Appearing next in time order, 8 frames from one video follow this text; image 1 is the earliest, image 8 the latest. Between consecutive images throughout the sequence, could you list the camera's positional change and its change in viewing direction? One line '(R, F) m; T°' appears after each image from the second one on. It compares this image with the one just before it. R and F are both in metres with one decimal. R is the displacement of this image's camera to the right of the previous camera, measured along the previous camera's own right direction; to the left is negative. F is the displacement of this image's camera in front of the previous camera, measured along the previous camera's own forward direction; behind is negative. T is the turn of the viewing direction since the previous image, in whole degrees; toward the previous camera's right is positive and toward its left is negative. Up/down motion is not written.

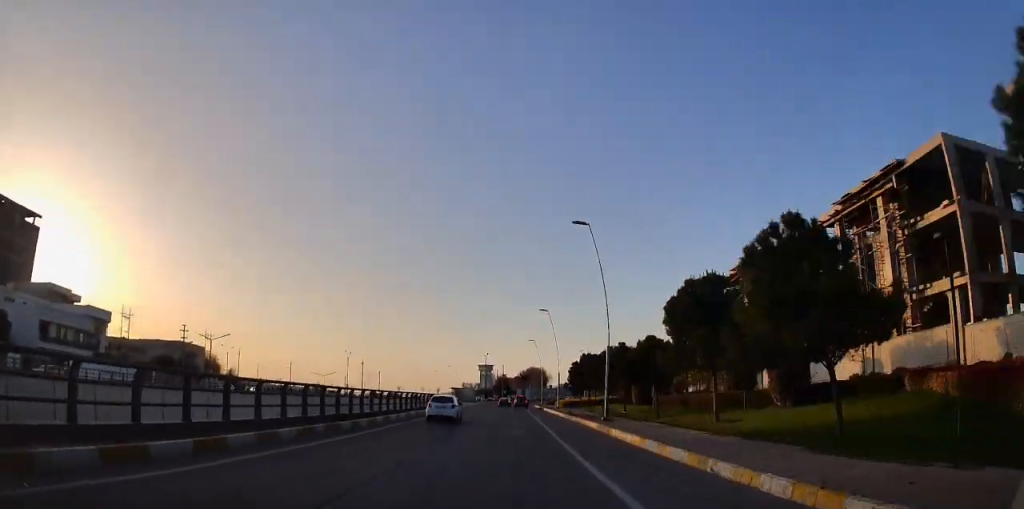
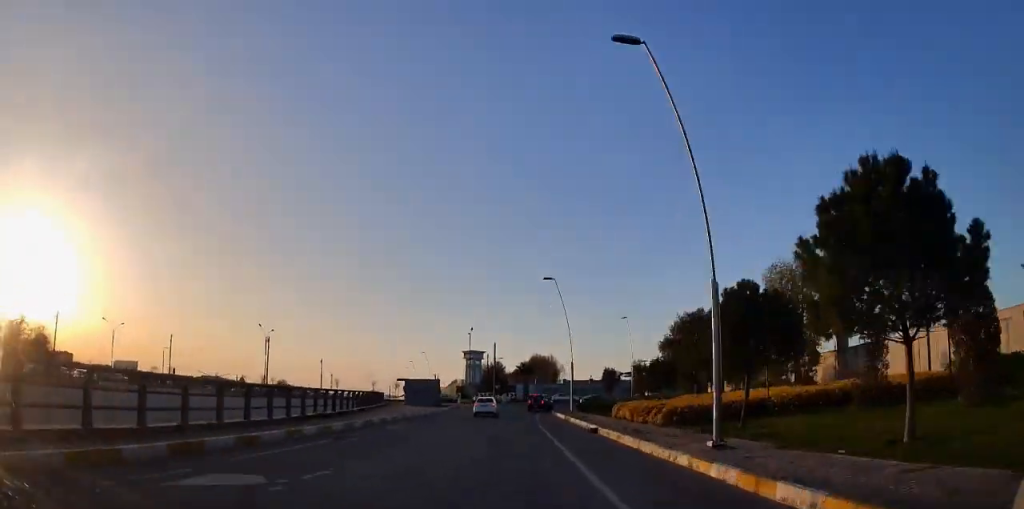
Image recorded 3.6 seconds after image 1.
(+0.4, +48.8) m; +1°
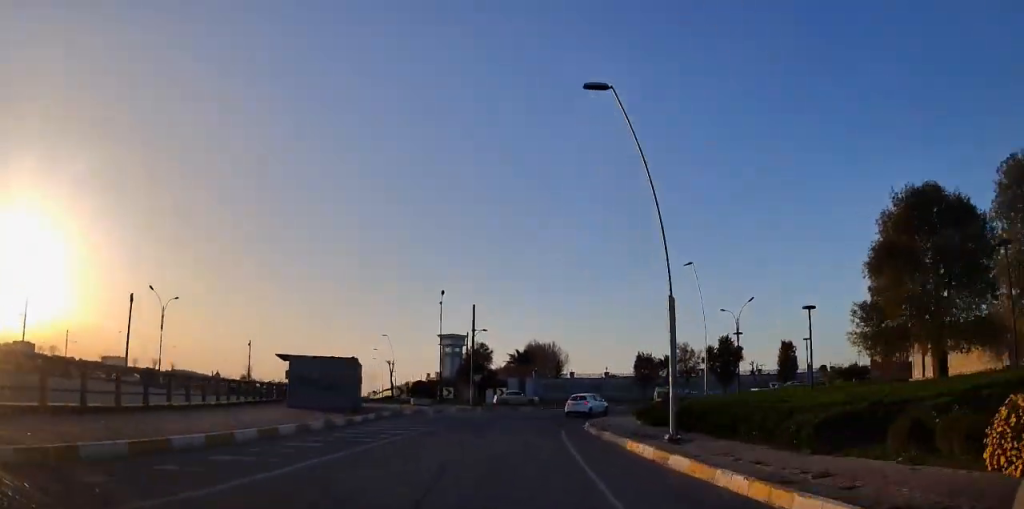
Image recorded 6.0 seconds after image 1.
(-0.2, +27.9) m; +2°
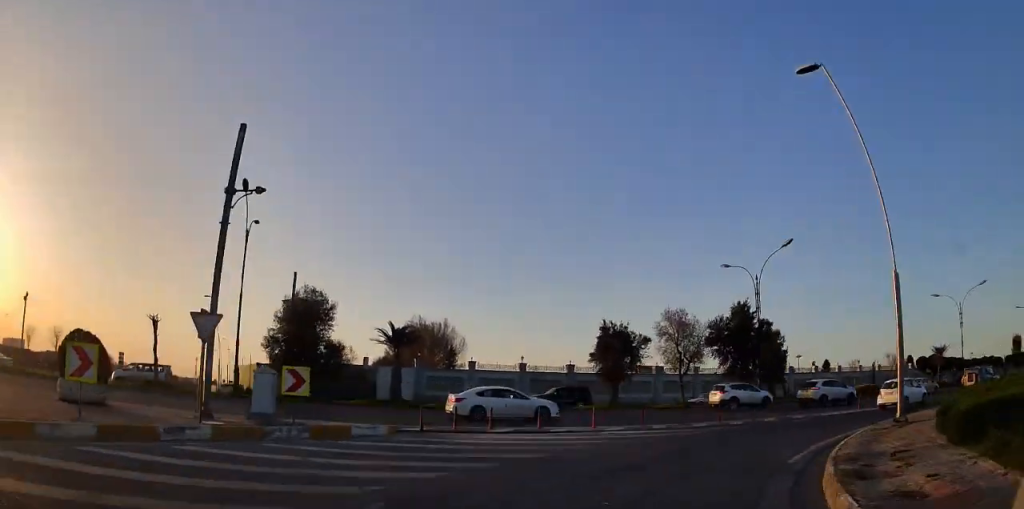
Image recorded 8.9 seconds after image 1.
(+1.1, +29.2) m; +21°
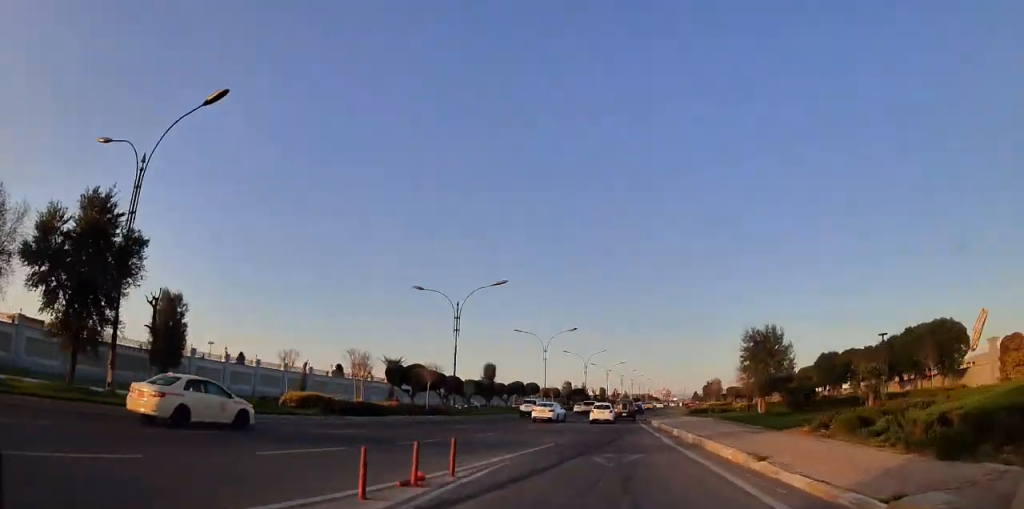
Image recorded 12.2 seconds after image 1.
(+10.6, +25.4) m; +42°
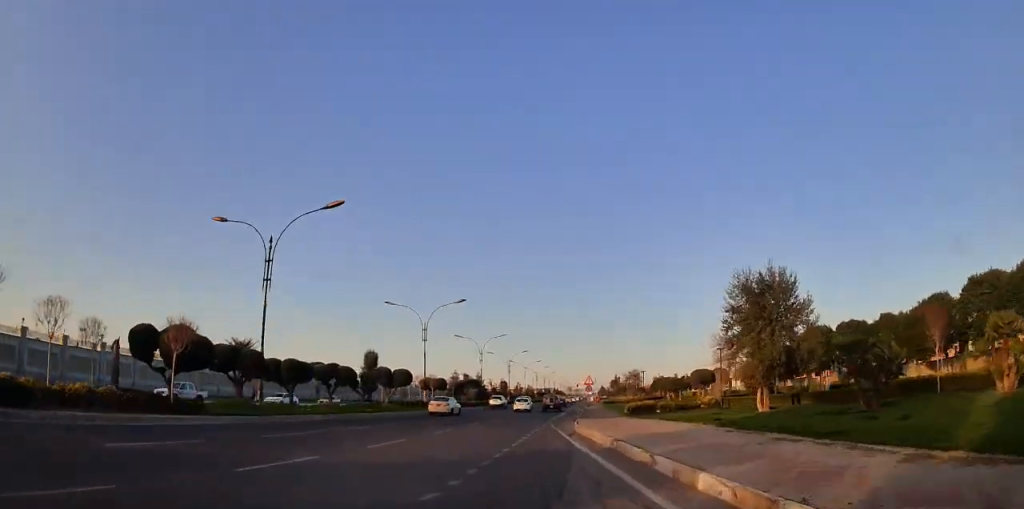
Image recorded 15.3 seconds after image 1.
(+6.8, +23.4) m; +17°
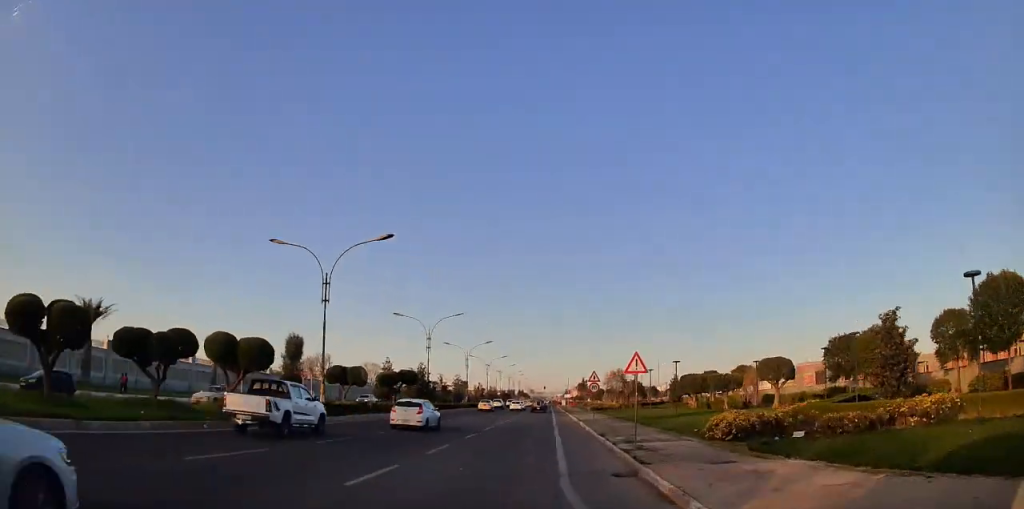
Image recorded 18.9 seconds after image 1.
(+0.6, +30.3) m; +2°
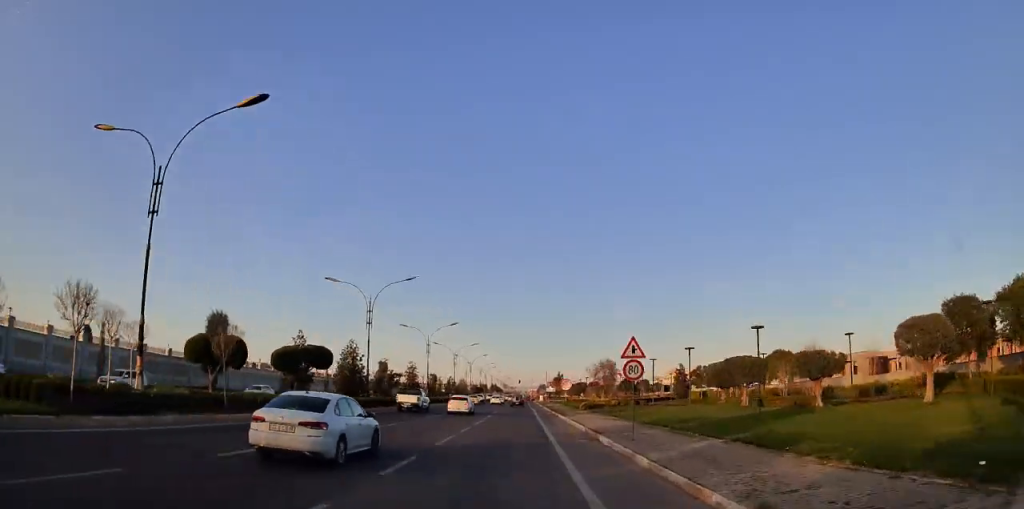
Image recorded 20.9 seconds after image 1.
(+0.2, +18.5) m; +1°
